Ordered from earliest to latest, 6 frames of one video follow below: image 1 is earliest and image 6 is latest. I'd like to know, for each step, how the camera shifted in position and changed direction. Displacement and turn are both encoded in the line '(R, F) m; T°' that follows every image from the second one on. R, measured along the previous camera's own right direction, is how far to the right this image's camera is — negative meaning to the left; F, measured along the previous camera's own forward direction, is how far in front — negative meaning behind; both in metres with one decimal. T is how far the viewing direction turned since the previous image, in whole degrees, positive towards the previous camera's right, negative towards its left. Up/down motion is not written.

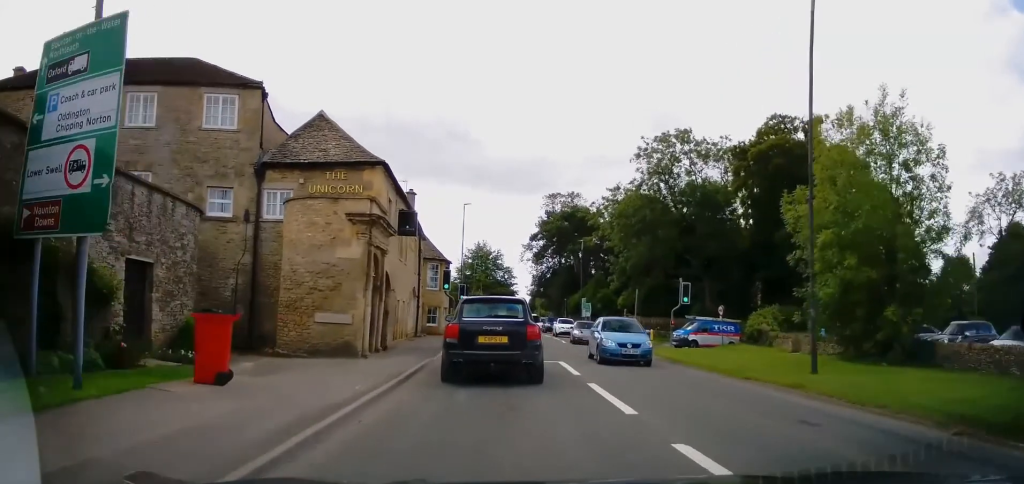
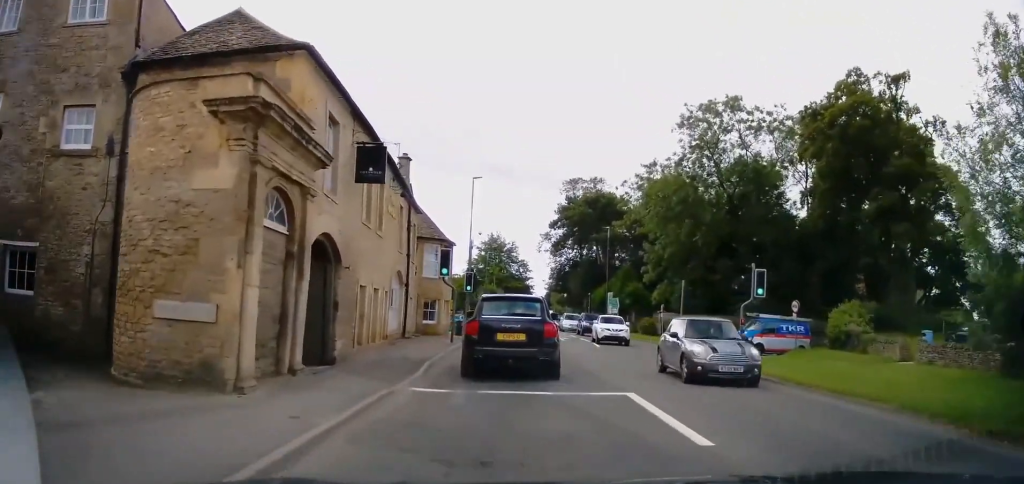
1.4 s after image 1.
(0.0, +7.4) m; 0°
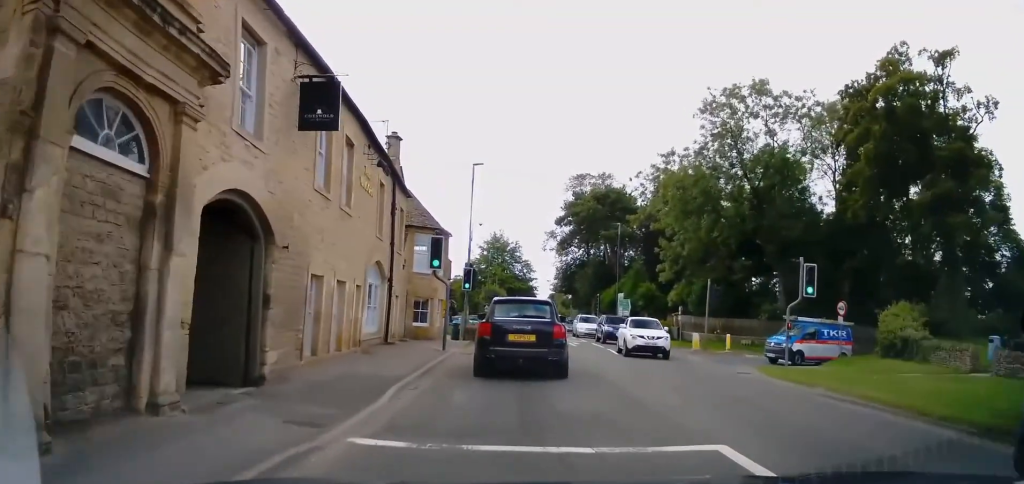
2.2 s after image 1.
(0.0, +4.4) m; 0°
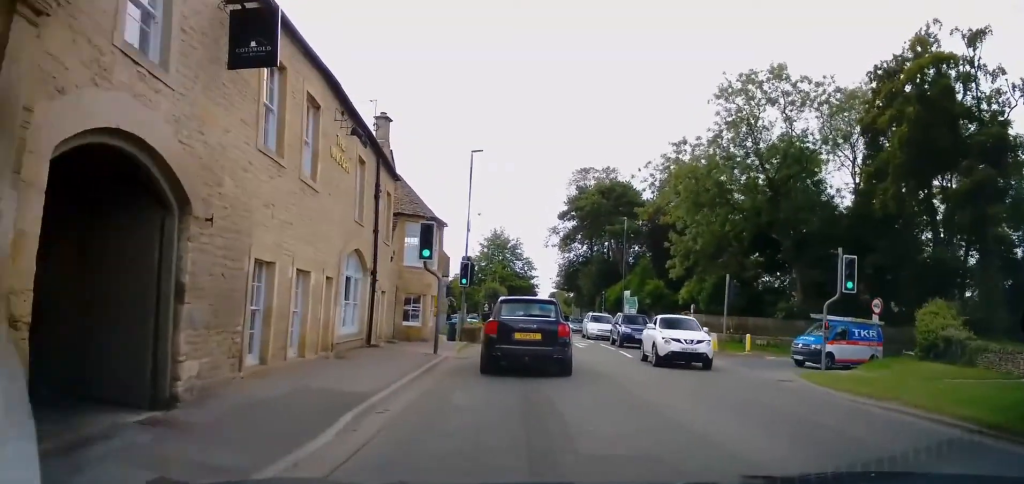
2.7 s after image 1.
(0.0, +2.4) m; 0°
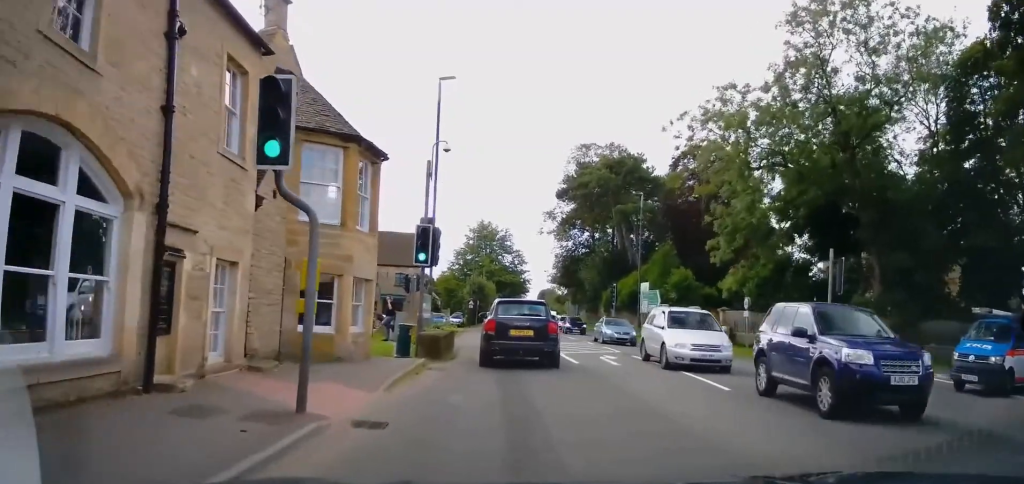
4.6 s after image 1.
(+0.5, +10.7) m; +3°
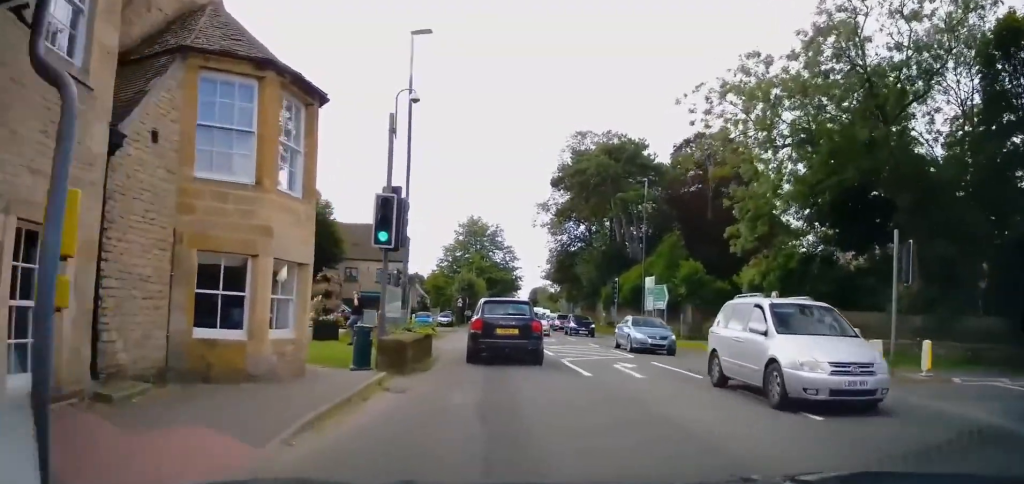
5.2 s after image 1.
(0.0, +4.0) m; 0°
